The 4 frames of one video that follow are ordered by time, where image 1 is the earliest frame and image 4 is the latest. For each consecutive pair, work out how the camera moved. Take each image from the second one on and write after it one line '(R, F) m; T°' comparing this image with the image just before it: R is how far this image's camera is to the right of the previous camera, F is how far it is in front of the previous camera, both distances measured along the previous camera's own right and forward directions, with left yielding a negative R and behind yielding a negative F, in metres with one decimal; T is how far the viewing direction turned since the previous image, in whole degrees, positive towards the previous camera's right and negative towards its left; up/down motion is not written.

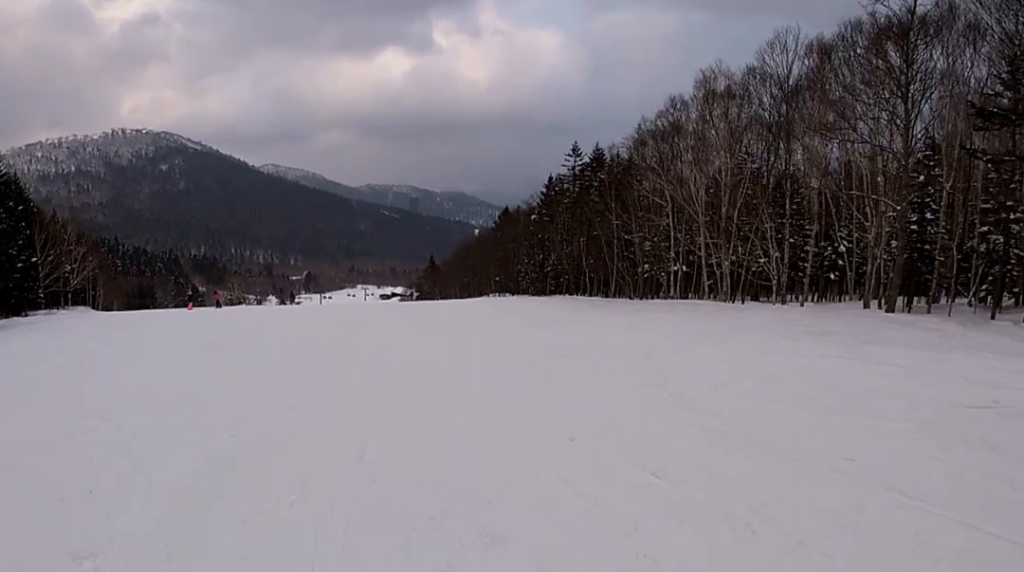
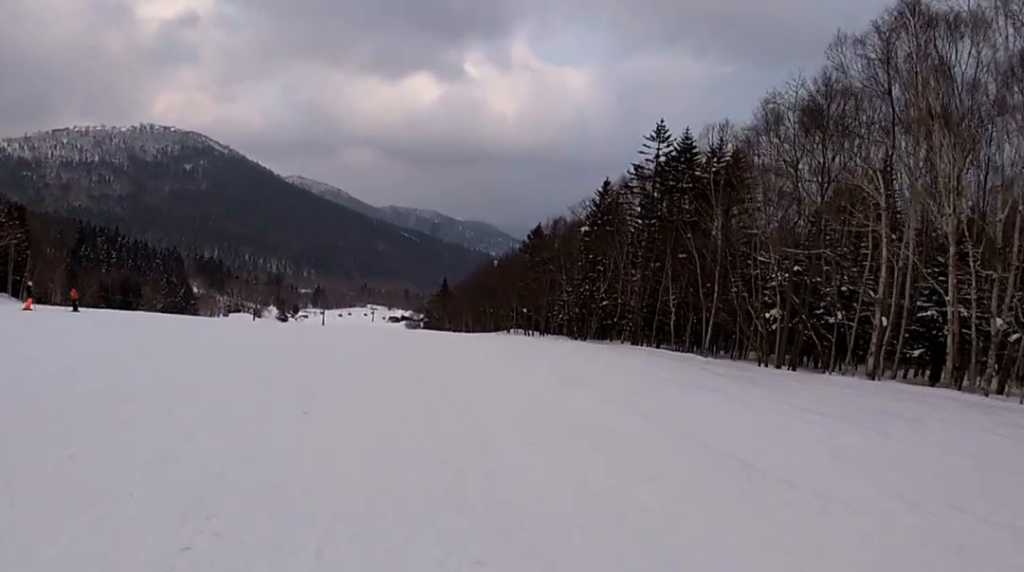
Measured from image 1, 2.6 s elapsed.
(-0.2, +21.8) m; -1°
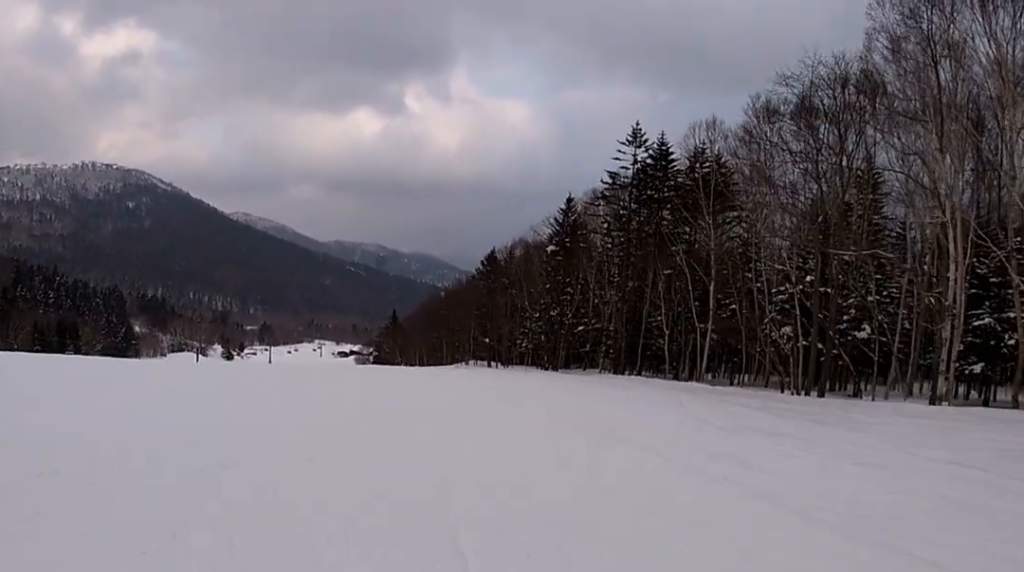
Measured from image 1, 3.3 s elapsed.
(+0.3, +5.8) m; 0°
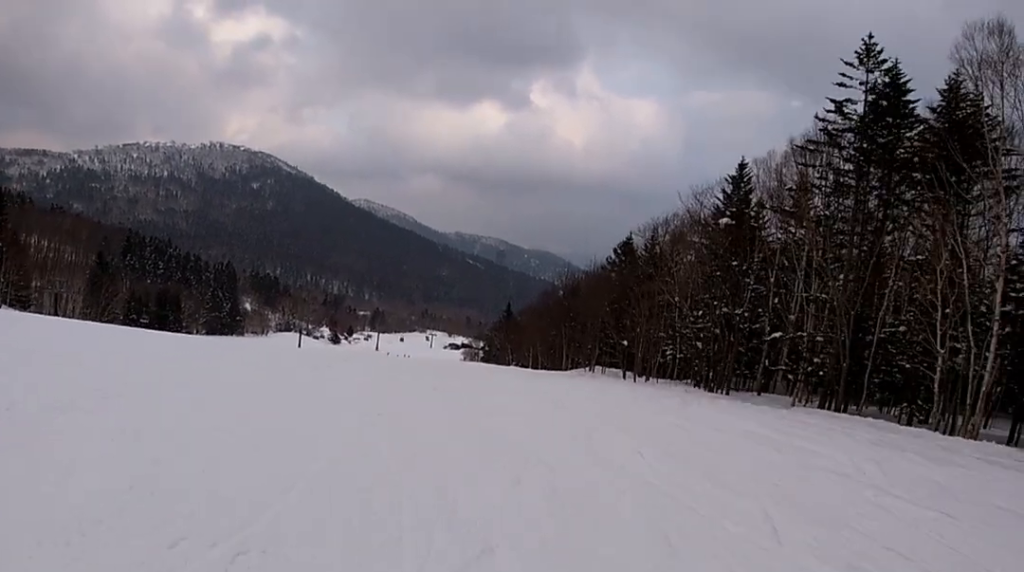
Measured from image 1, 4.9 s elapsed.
(-1.2, +12.4) m; -14°
